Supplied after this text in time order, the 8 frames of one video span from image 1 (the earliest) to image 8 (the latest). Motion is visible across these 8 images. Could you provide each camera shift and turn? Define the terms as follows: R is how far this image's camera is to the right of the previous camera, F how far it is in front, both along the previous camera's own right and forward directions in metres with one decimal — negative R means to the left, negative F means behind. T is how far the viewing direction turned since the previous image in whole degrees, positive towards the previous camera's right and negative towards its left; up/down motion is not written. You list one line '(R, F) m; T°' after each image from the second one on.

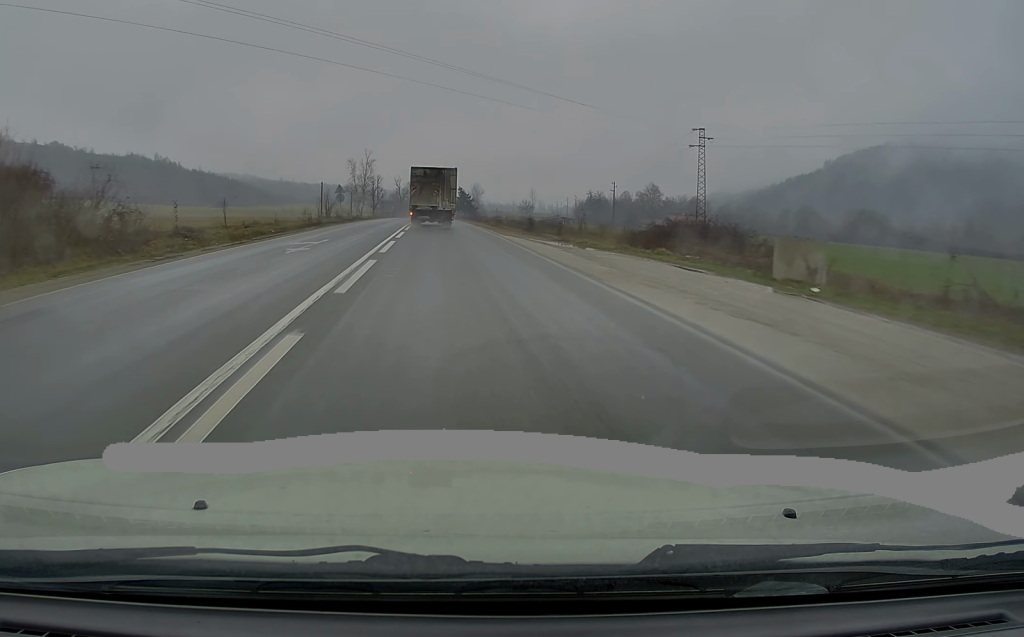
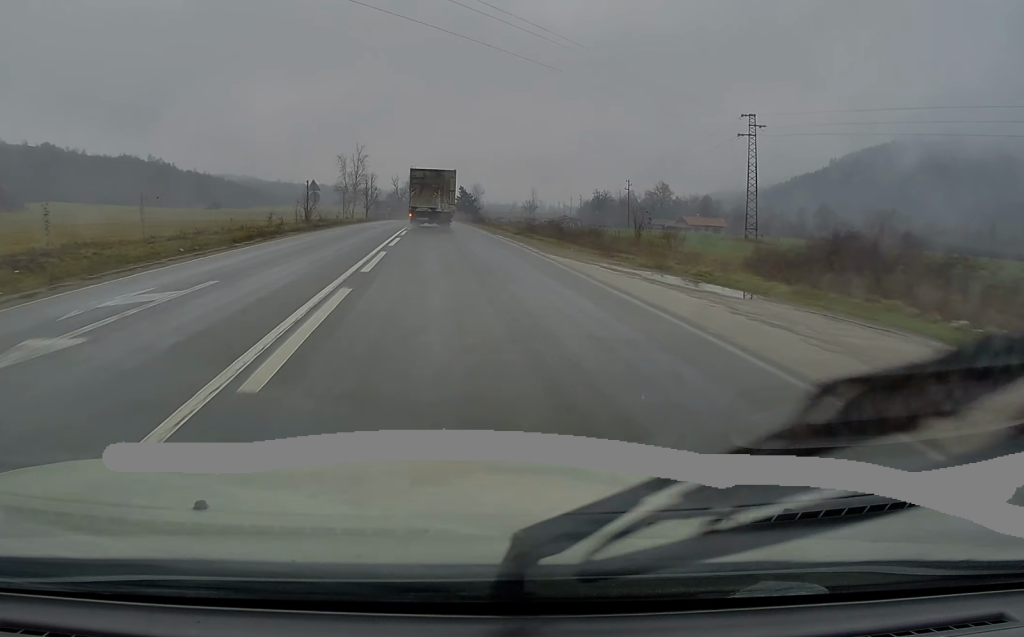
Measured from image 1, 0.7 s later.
(+0.3, +13.7) m; 0°
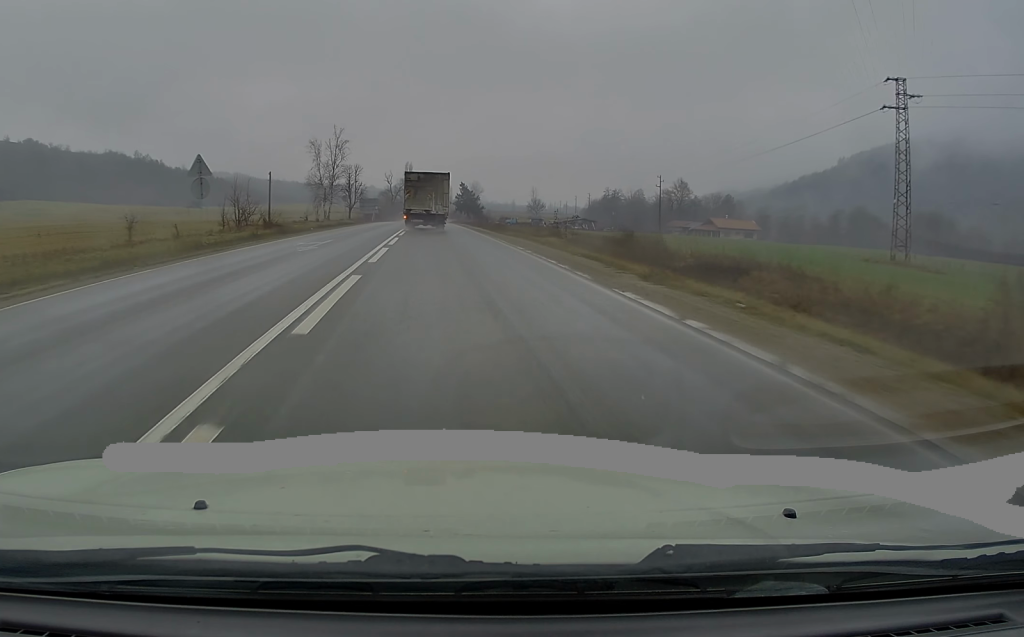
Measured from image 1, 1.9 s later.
(-0.3, +24.5) m; -1°
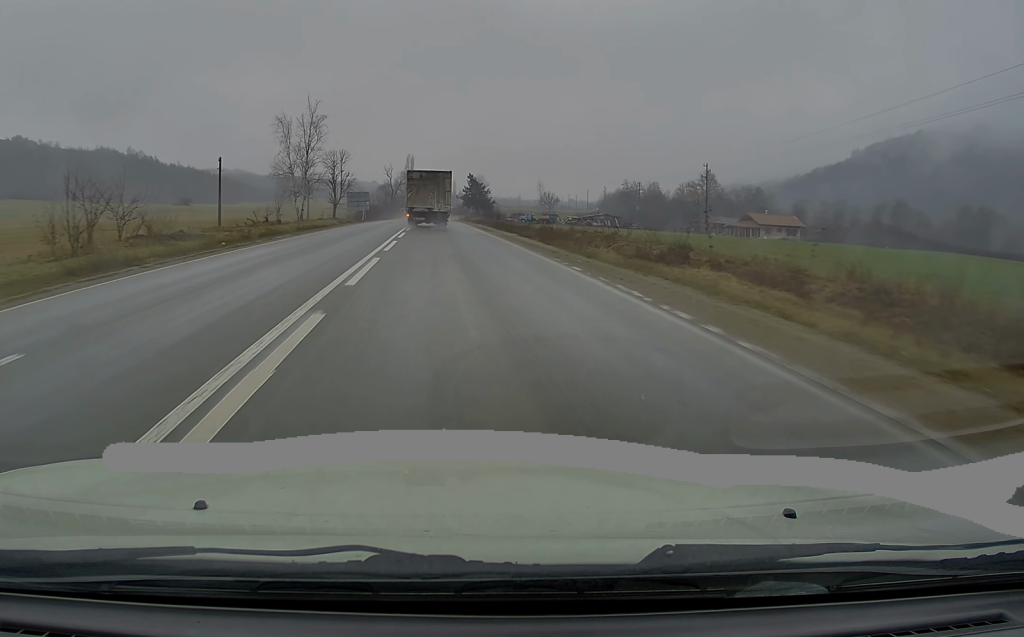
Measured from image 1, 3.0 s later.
(+0.1, +22.2) m; +1°
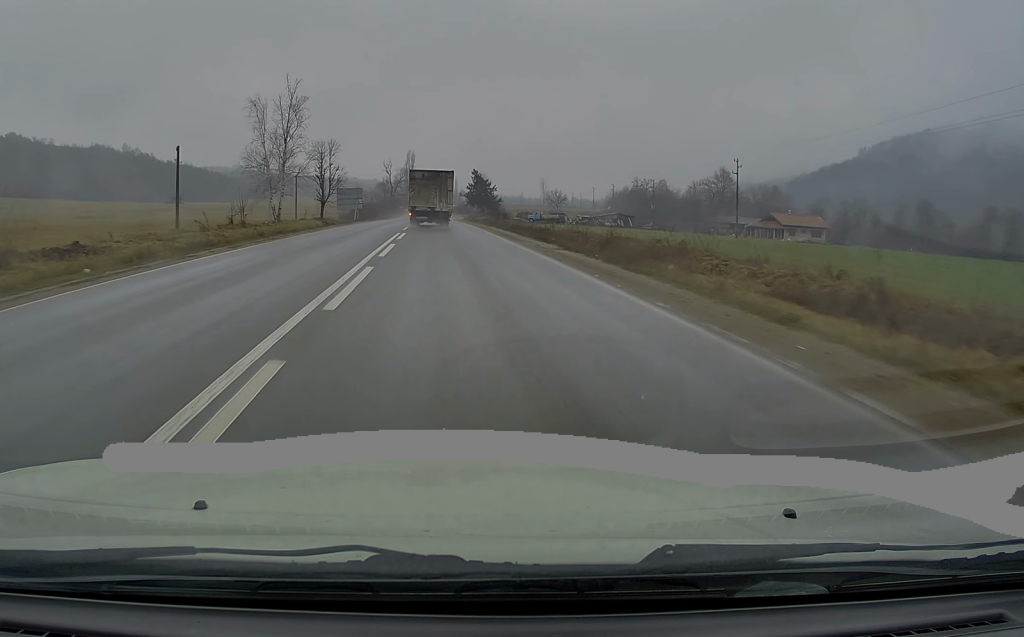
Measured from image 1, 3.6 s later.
(+0.2, +11.6) m; 0°
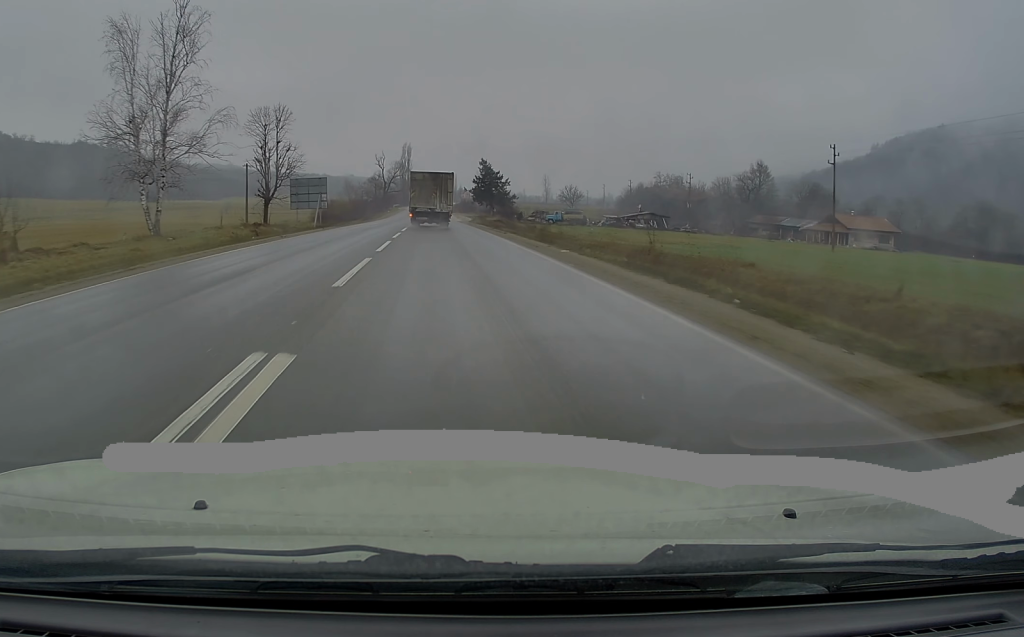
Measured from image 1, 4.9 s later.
(-0.3, +27.4) m; -1°
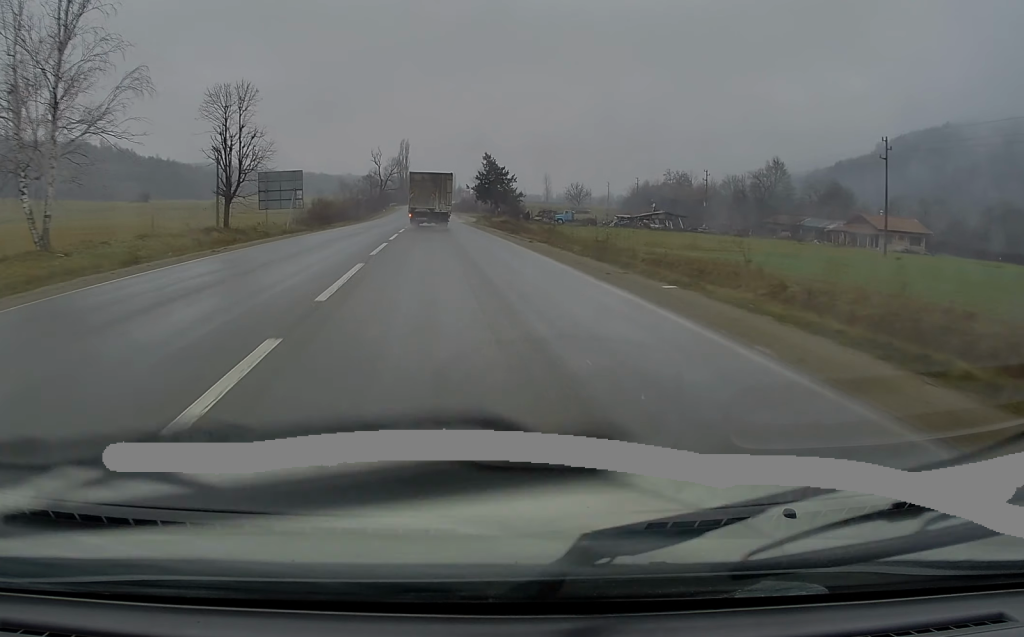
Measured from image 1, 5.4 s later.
(0.0, +10.3) m; 0°
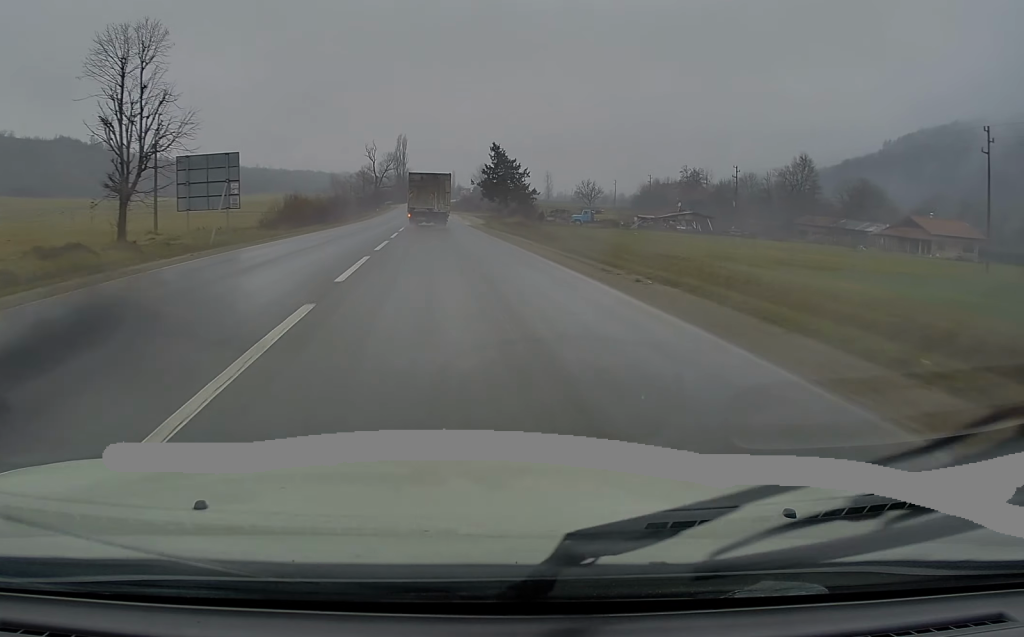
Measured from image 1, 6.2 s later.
(0.0, +15.2) m; +1°
